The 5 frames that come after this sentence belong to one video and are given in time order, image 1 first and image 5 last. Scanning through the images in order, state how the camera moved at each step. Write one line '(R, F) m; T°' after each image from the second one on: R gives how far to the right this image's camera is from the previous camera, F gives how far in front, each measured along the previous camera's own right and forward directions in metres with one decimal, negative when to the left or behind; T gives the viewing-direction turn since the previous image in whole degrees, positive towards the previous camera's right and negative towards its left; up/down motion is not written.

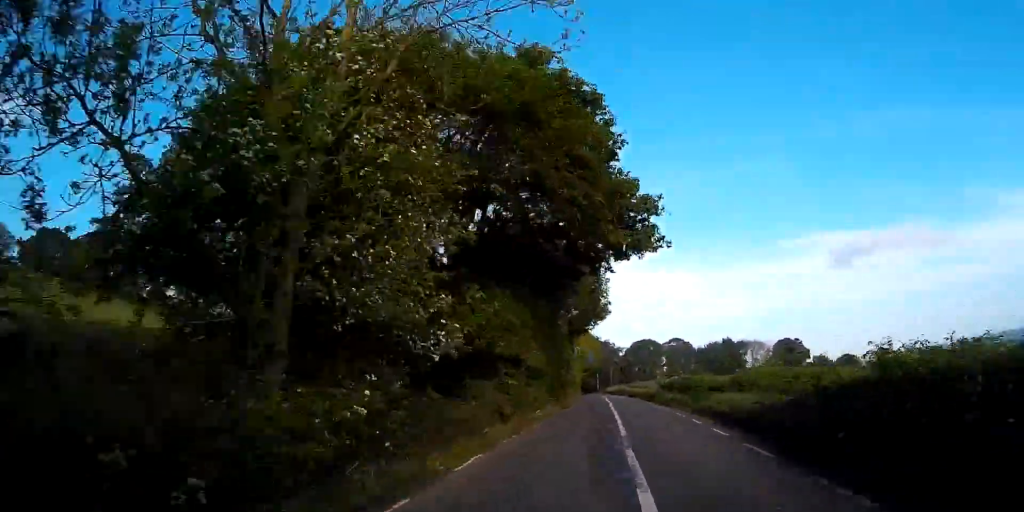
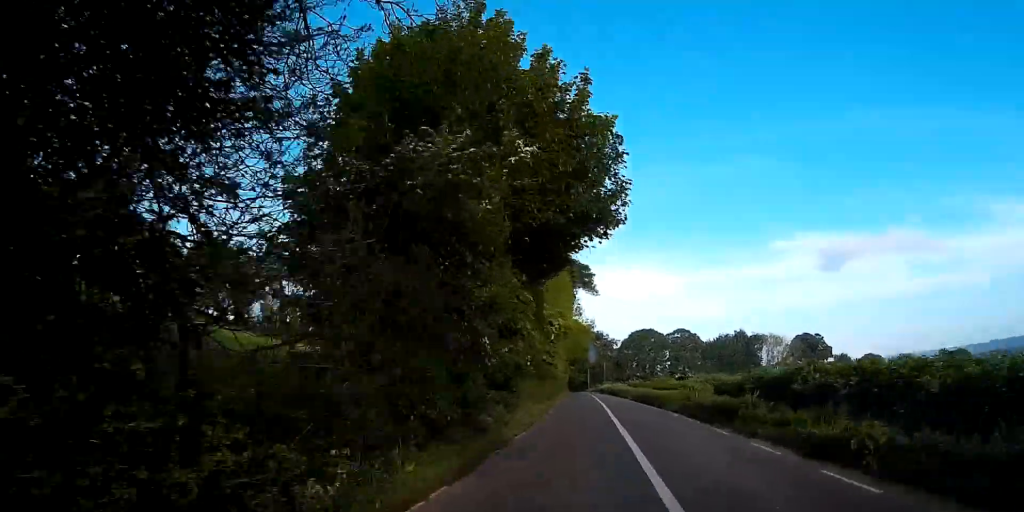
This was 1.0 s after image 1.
(+0.6, +24.3) m; +1°
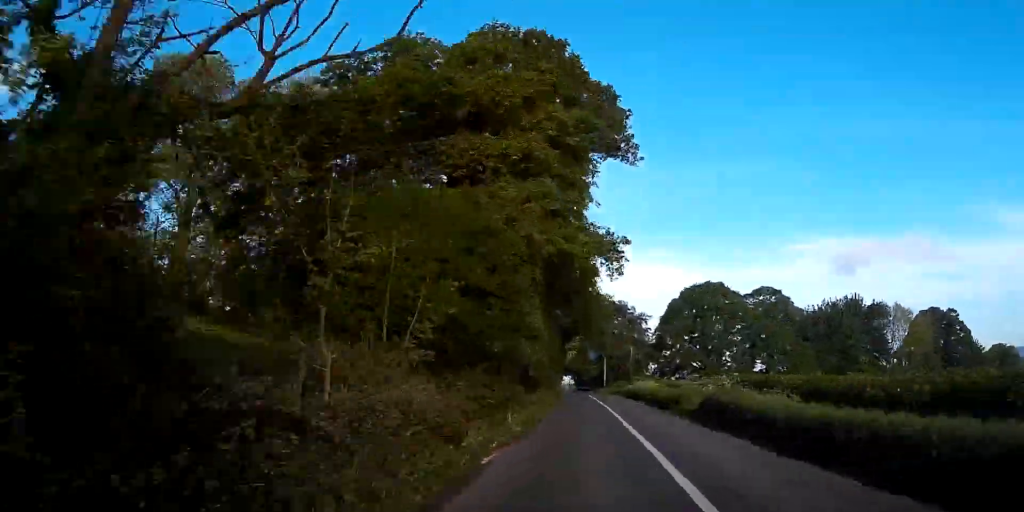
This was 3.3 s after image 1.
(+0.2, +60.4) m; -1°
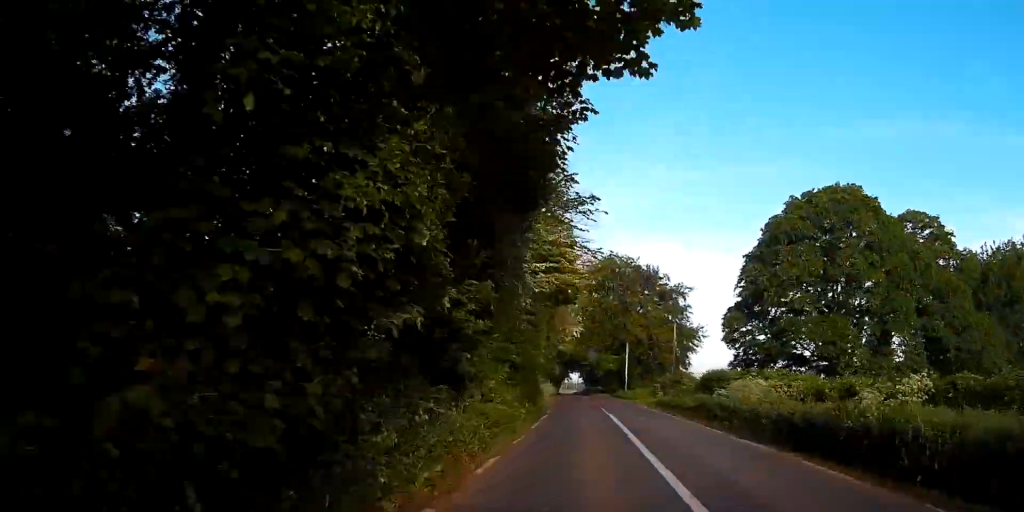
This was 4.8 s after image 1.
(-0.5, +38.6) m; 0°
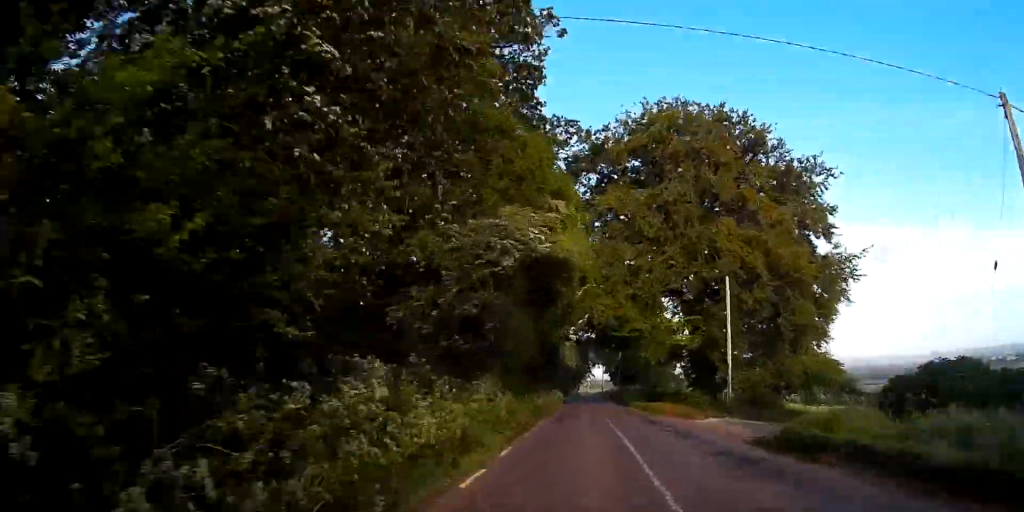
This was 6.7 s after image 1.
(-0.1, +48.6) m; -2°
